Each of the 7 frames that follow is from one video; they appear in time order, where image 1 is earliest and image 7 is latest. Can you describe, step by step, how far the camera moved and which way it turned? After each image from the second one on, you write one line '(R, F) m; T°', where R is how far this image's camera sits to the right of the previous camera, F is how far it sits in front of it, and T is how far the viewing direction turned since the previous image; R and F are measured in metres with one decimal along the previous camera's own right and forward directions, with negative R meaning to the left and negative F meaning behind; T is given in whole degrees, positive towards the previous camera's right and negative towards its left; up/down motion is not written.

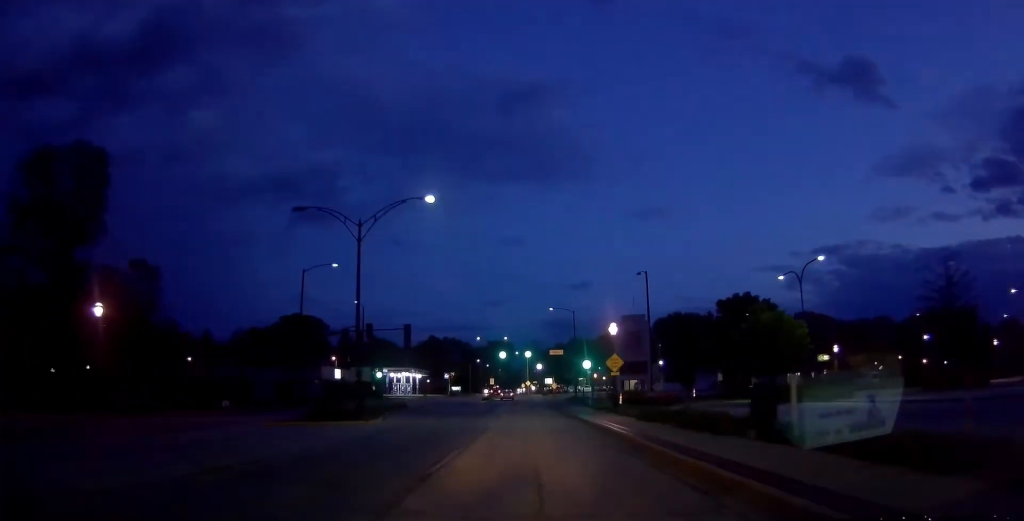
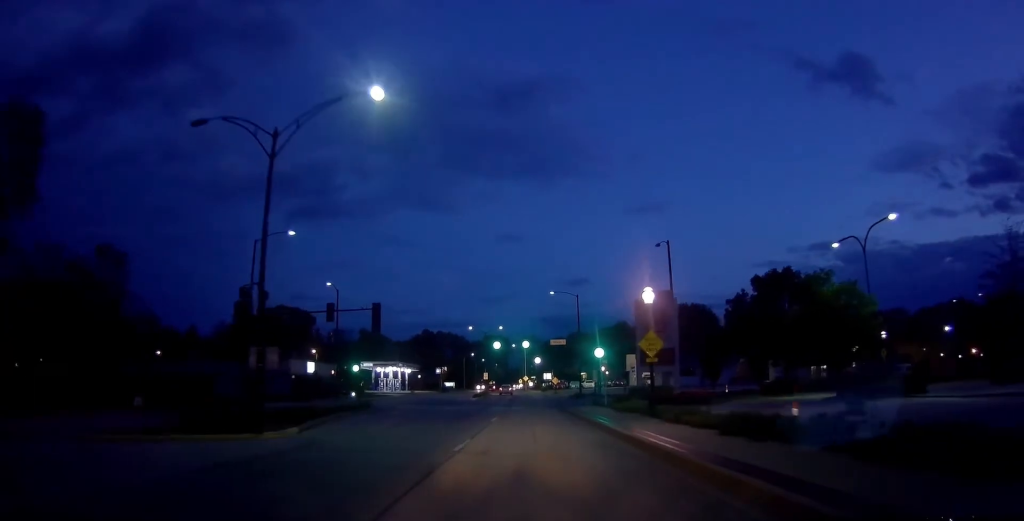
(0.0, +9.6) m; 0°
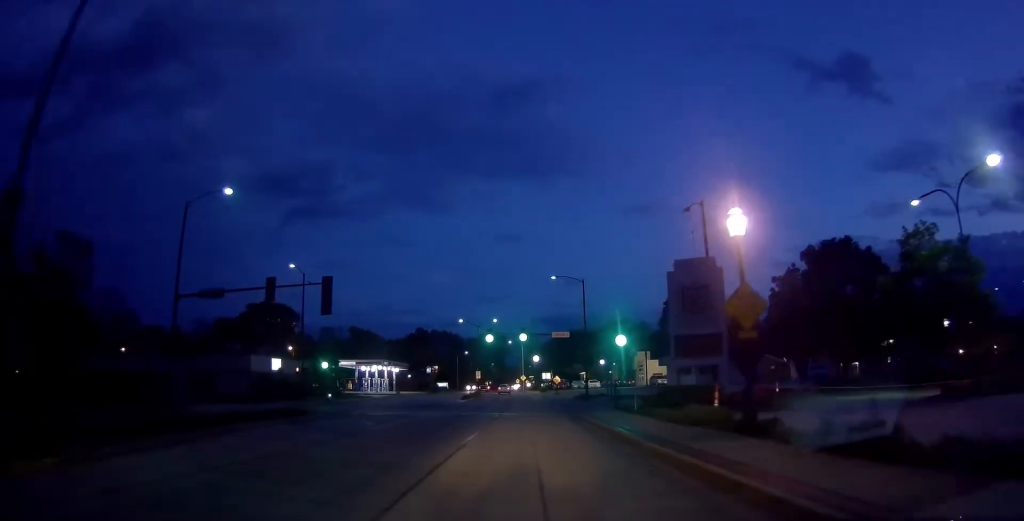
(0.0, +10.4) m; 0°
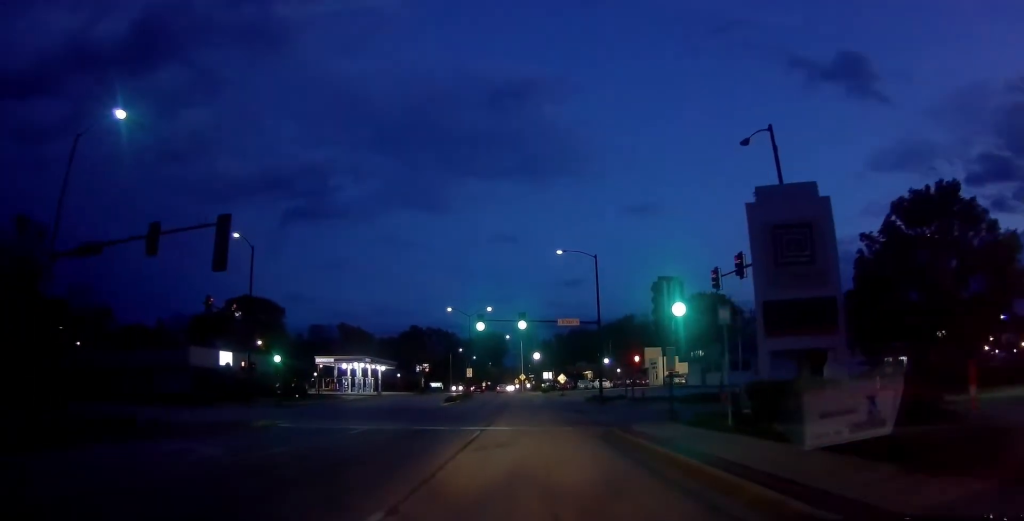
(0.0, +11.9) m; 0°
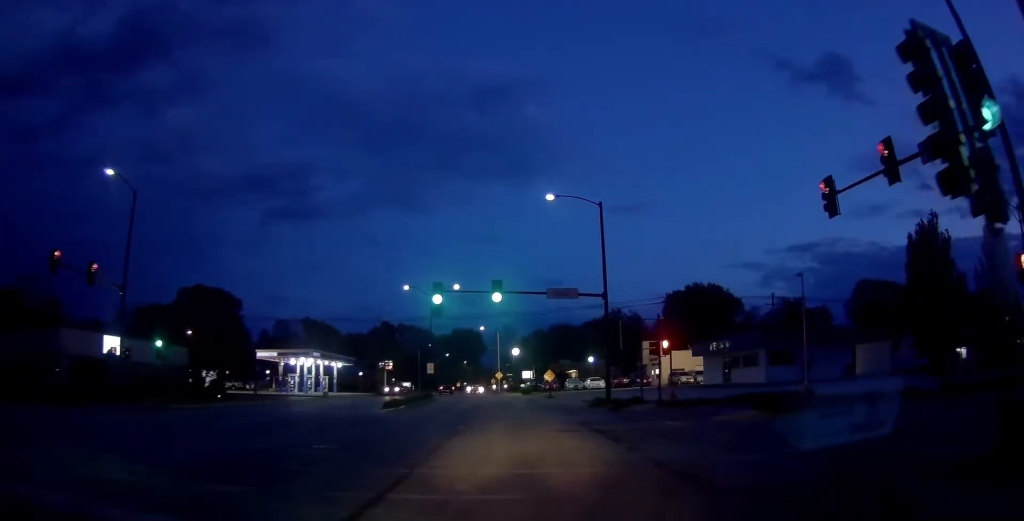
(0.0, +15.6) m; +7°
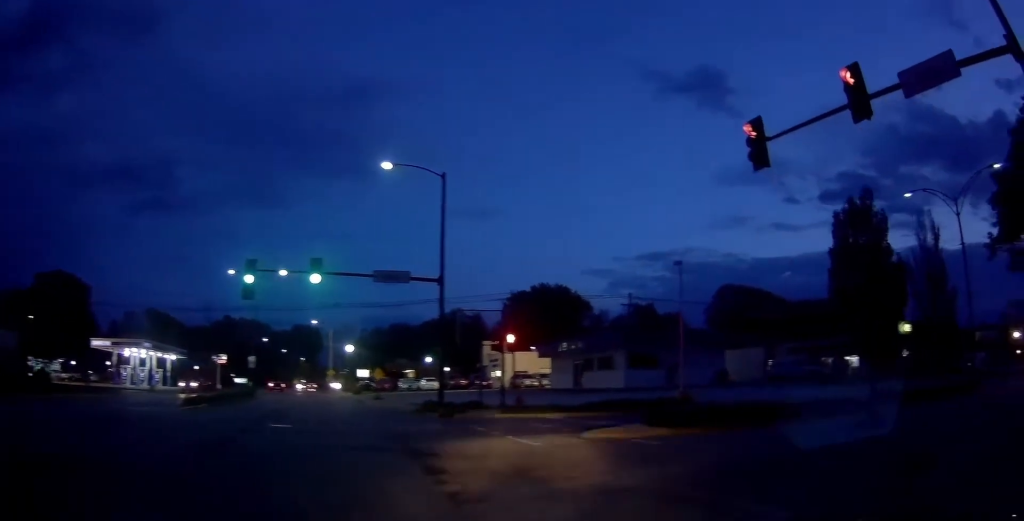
(+0.9, +6.3) m; +16°
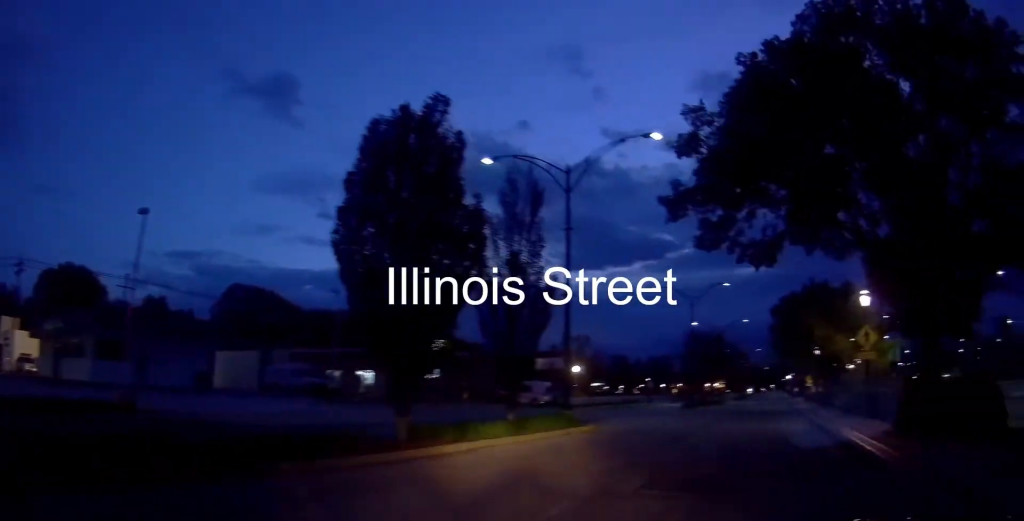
(+3.3, +8.1) m; +48°
